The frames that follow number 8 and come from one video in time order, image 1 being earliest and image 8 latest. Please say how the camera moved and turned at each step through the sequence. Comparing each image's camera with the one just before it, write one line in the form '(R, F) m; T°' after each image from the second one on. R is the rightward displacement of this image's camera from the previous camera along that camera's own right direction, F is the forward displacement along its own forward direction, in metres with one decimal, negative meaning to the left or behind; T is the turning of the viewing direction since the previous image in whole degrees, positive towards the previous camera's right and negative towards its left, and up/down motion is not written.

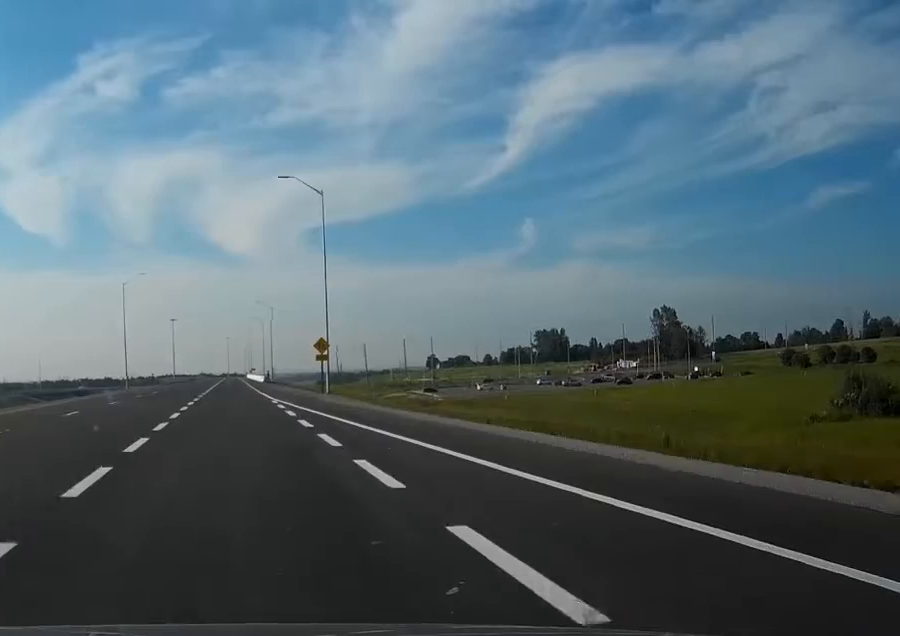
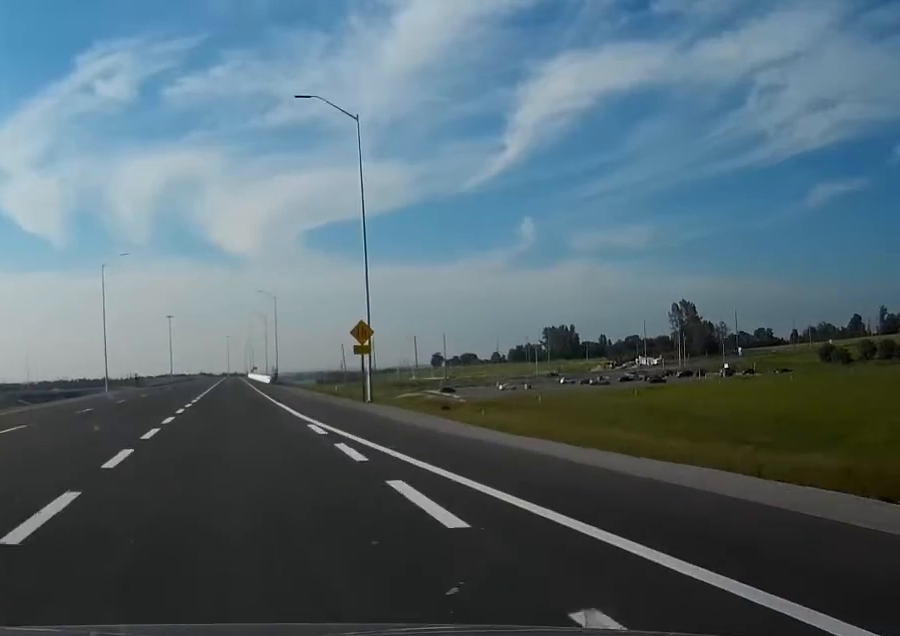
(0.0, +20.9) m; 0°
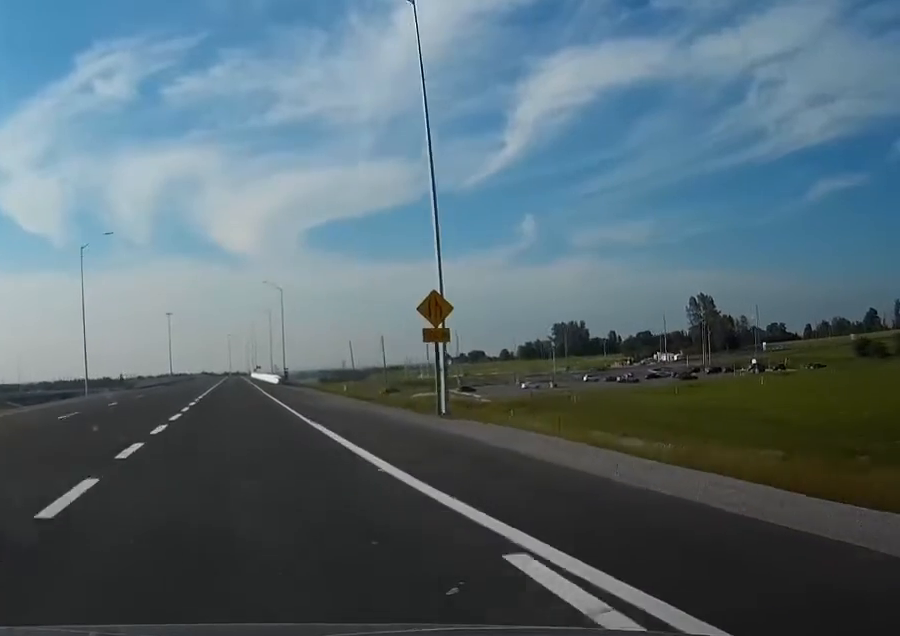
(-0.1, +16.7) m; 0°
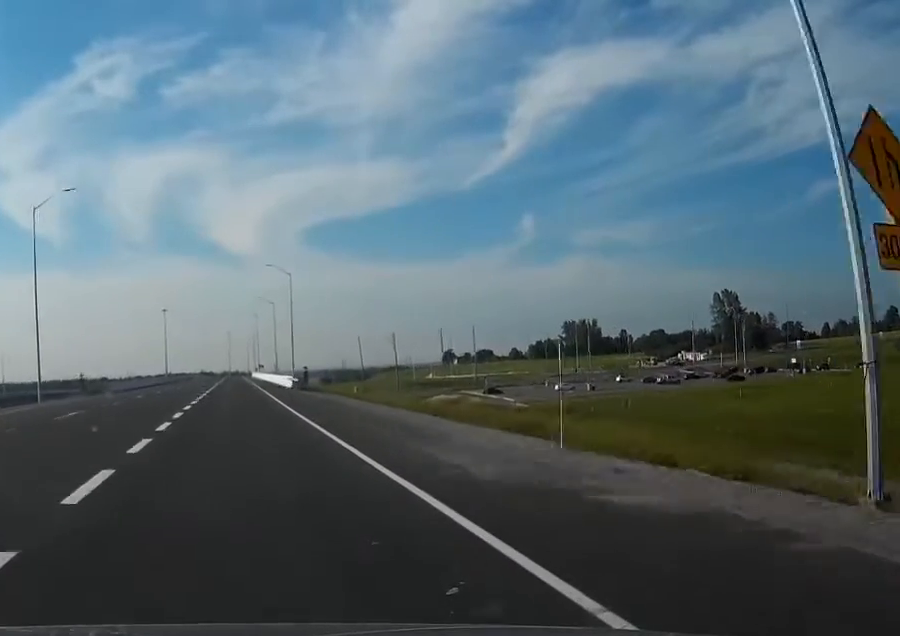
(0.0, +22.9) m; 0°
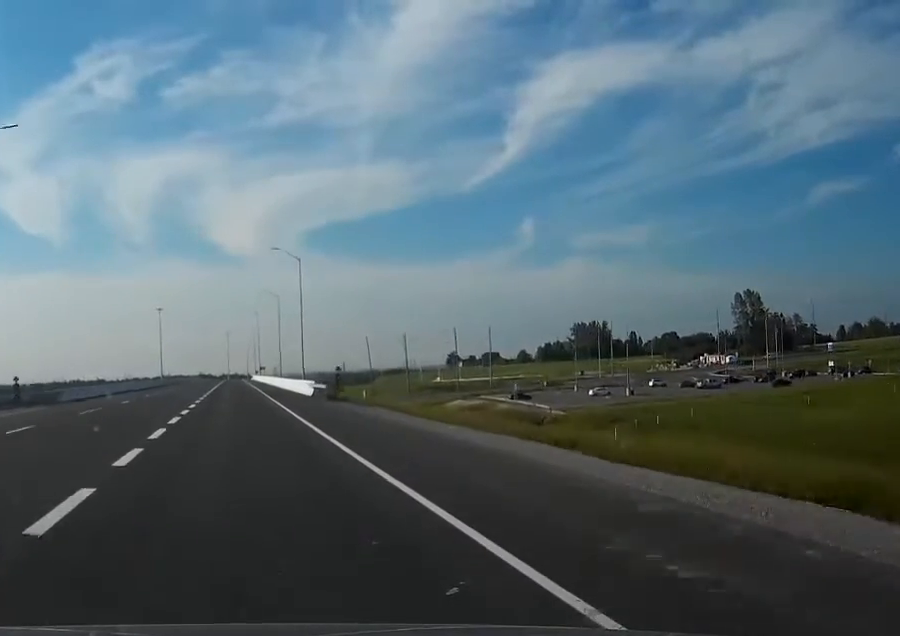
(+0.1, +19.8) m; 0°
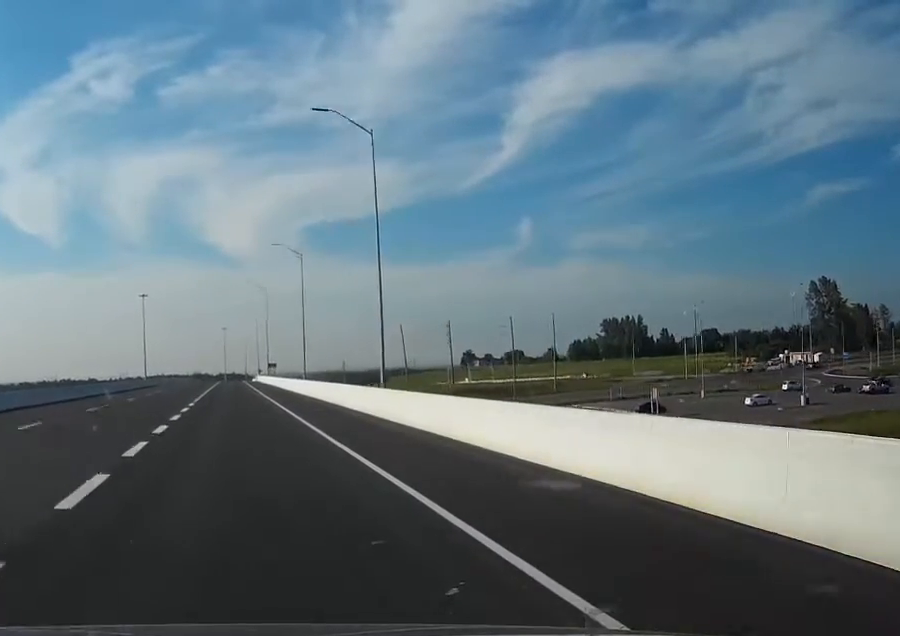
(0.0, +58.3) m; 0°
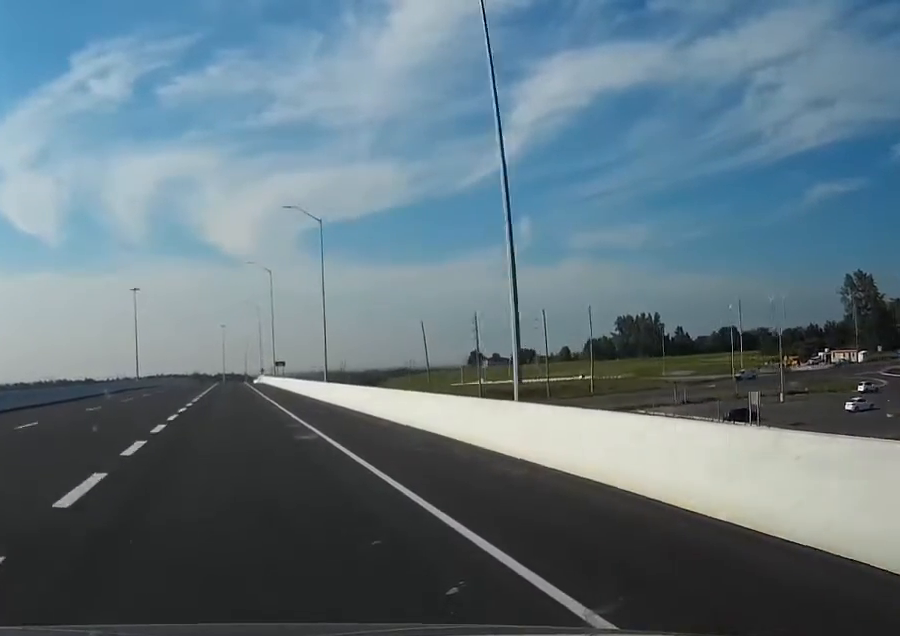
(-0.1, +23.9) m; 0°
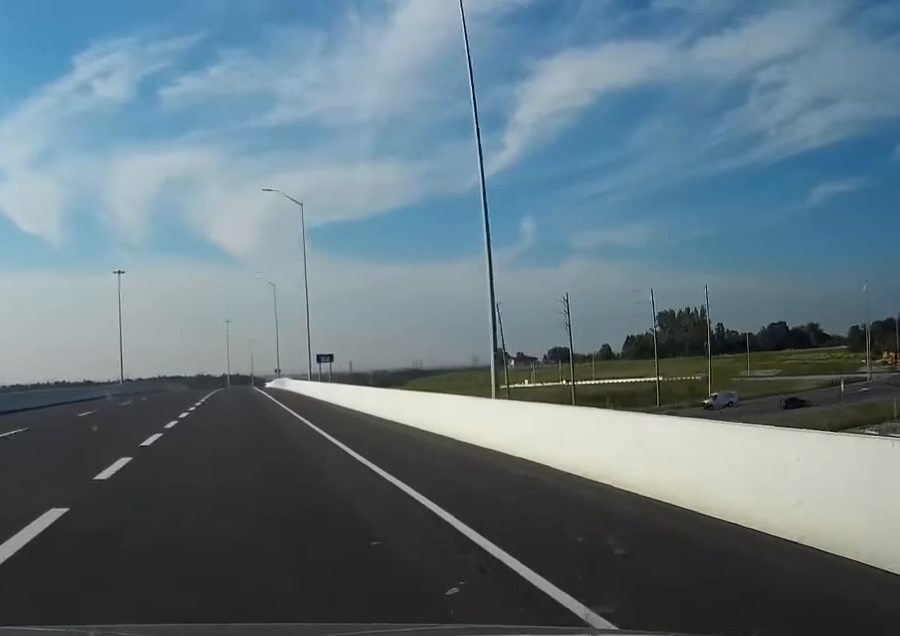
(+0.1, +50.9) m; 0°
